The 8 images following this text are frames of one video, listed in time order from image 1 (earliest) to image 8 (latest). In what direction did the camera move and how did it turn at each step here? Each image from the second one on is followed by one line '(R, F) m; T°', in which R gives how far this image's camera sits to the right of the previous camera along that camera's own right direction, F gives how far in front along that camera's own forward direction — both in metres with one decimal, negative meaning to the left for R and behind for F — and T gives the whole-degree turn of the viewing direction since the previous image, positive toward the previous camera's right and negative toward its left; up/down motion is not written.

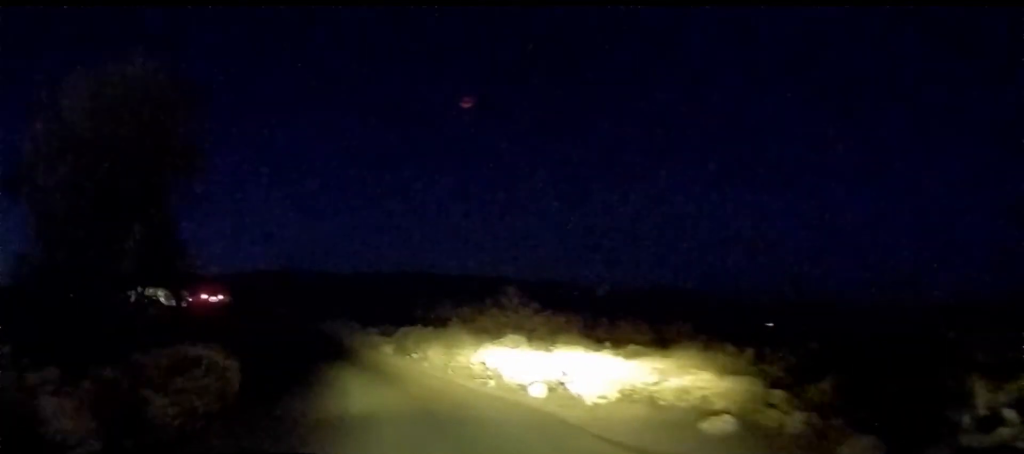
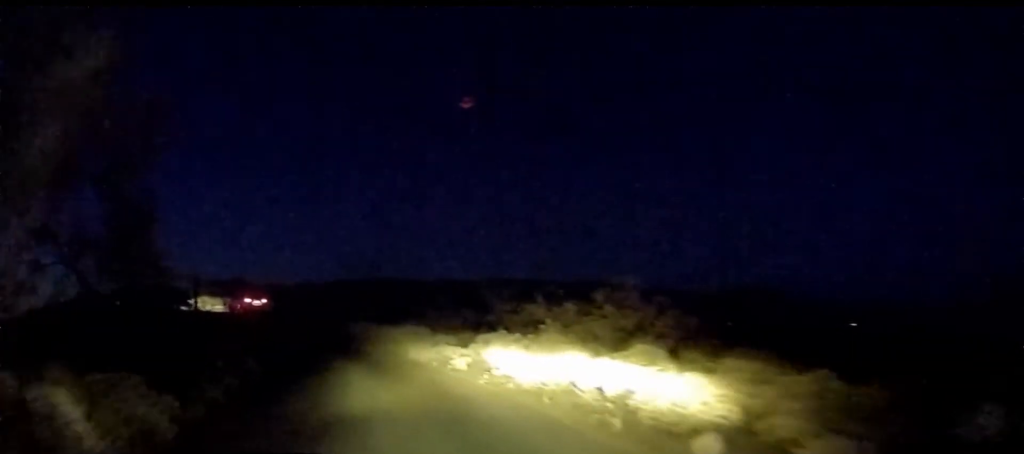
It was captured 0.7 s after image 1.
(-0.3, +4.1) m; -7°
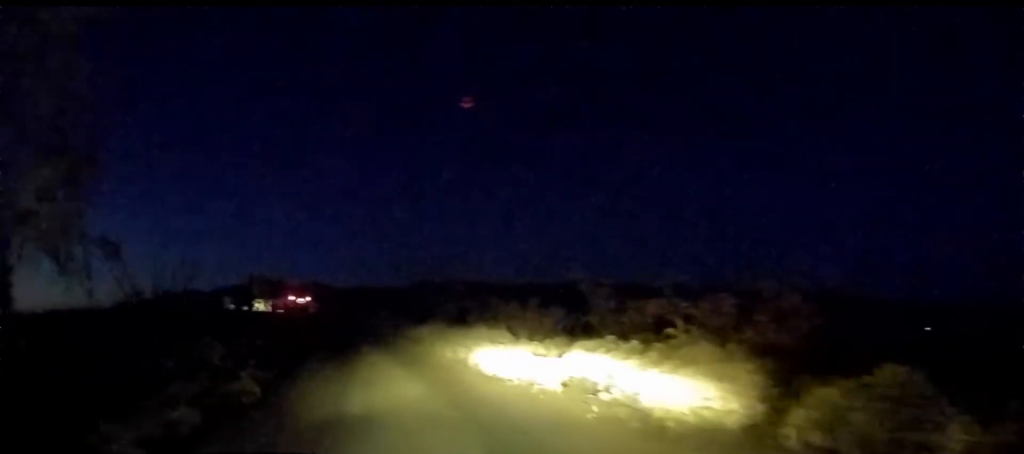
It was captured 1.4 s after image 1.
(+0.1, +3.8) m; -6°
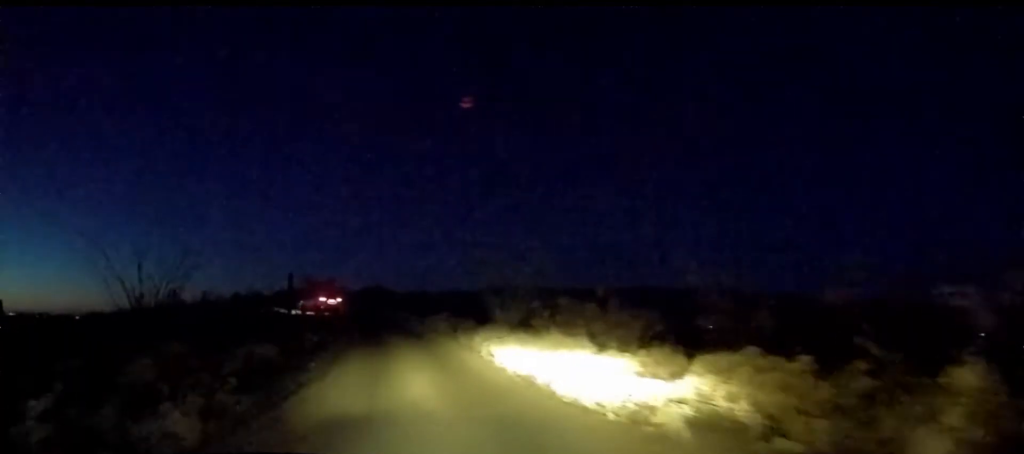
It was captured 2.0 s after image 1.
(-0.4, +3.3) m; -12°
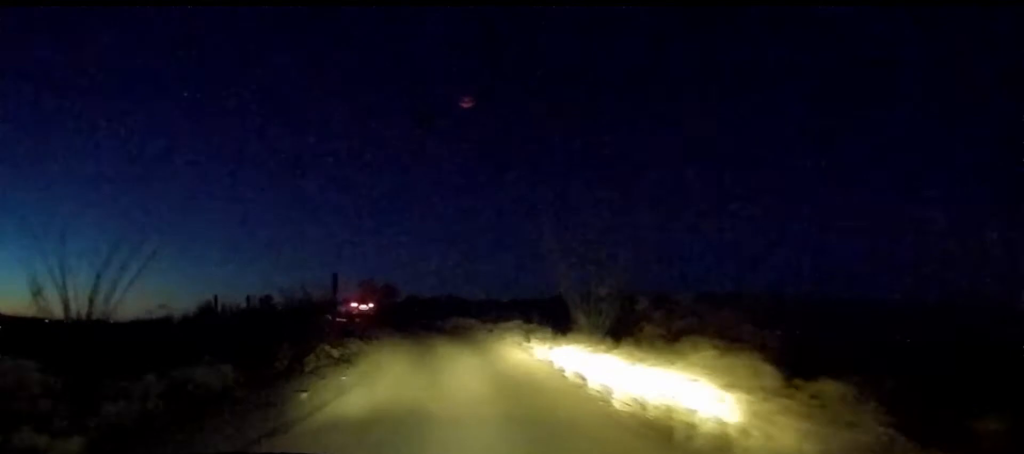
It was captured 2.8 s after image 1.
(-0.6, +4.2) m; -13°
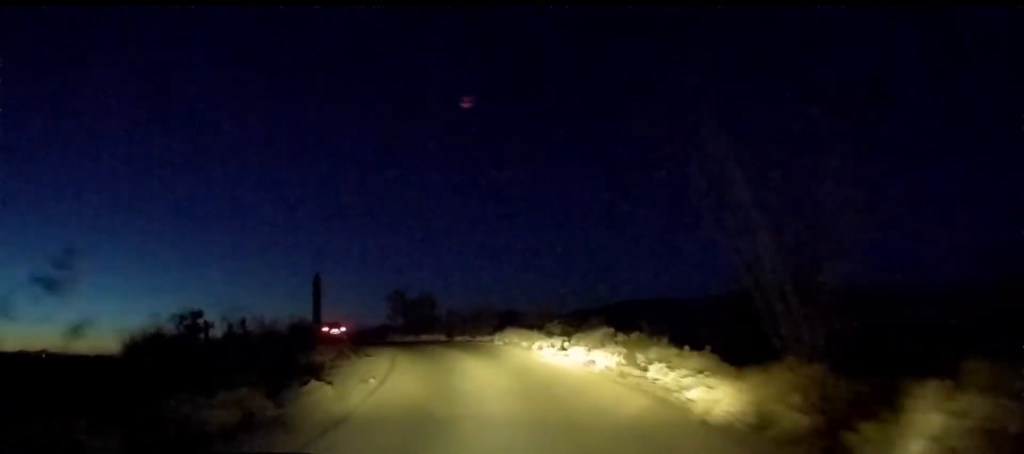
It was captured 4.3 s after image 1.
(-1.4, +8.8) m; -2°
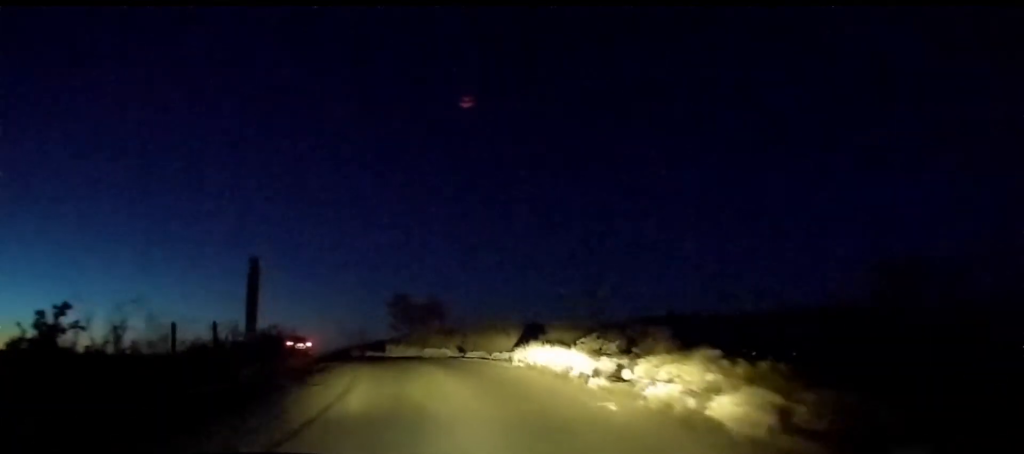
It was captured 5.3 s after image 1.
(+0.8, +6.0) m; -1°
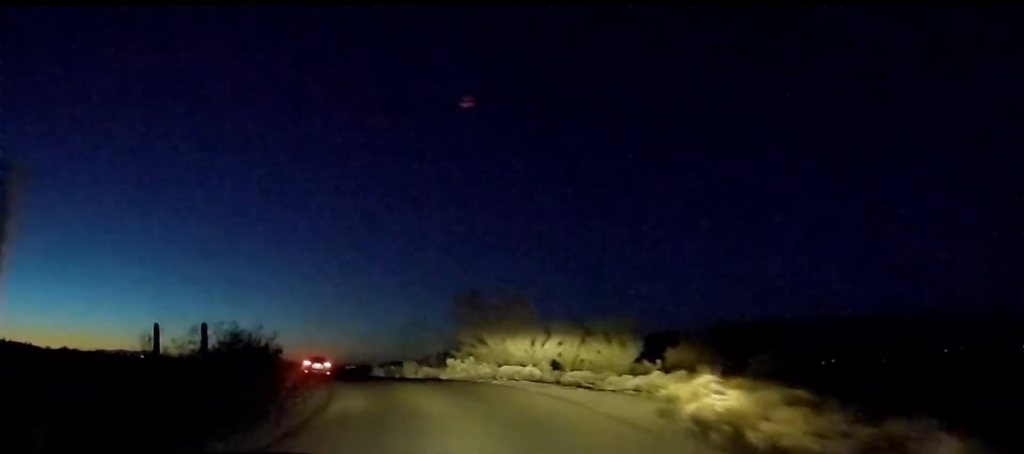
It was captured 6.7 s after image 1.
(-1.2, +9.3) m; -13°
